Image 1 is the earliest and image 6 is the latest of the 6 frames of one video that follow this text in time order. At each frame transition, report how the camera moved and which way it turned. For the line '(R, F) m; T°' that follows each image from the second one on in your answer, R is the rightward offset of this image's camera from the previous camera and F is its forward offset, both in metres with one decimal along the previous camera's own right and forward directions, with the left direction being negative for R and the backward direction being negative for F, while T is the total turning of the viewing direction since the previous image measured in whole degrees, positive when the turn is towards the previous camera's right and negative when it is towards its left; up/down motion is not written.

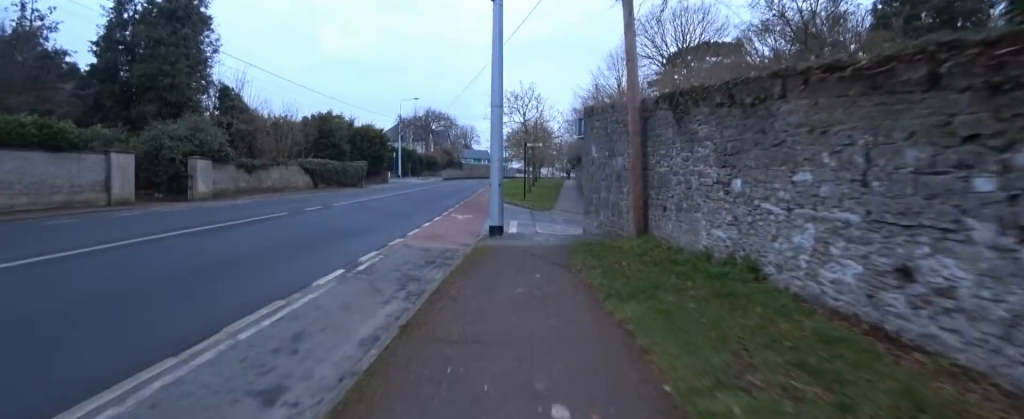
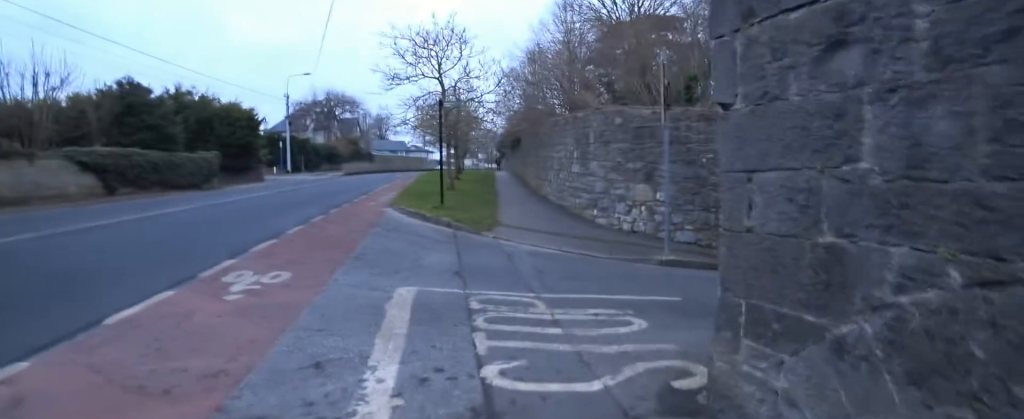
(0.0, +9.8) m; 0°
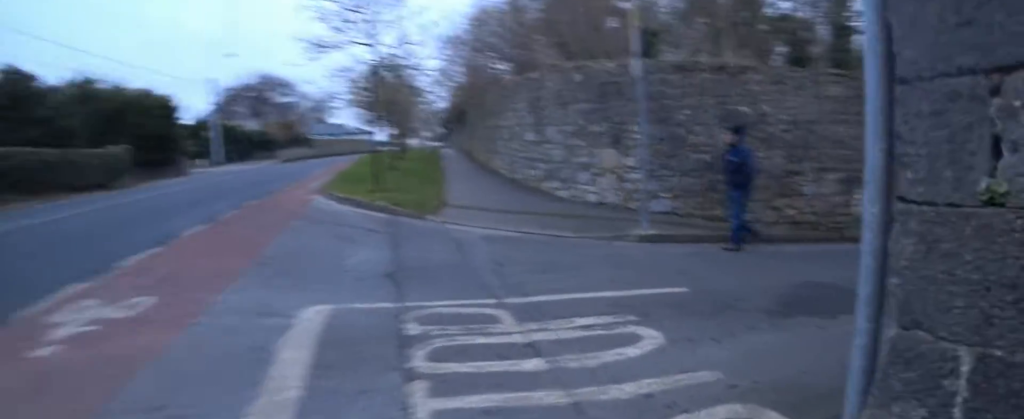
(0.0, +1.7) m; +1°
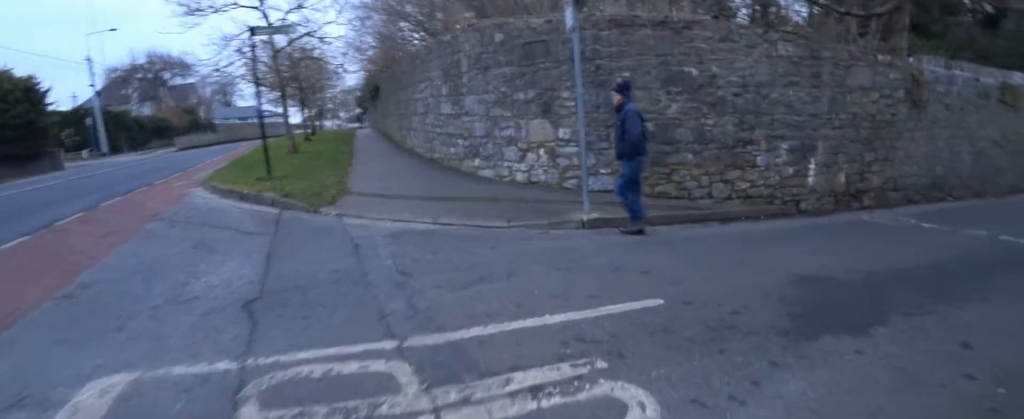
(0.0, +1.6) m; +23°
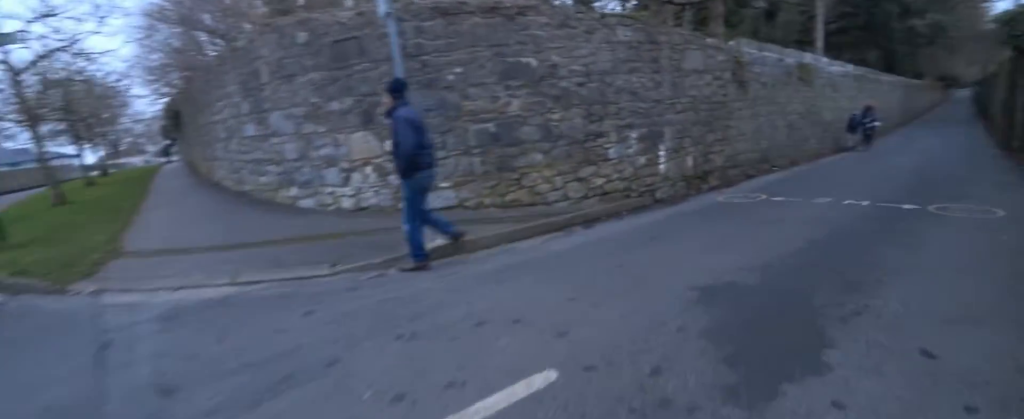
(-0.2, +1.0) m; +18°
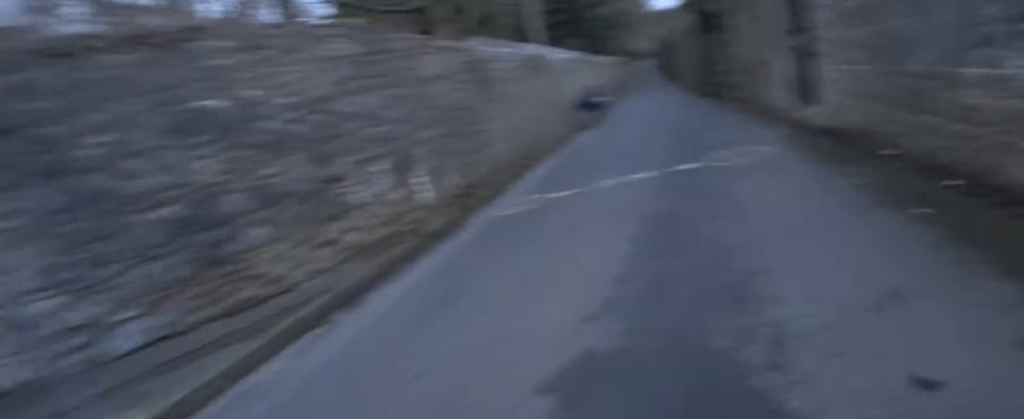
(+0.8, +1.1) m; +29°
